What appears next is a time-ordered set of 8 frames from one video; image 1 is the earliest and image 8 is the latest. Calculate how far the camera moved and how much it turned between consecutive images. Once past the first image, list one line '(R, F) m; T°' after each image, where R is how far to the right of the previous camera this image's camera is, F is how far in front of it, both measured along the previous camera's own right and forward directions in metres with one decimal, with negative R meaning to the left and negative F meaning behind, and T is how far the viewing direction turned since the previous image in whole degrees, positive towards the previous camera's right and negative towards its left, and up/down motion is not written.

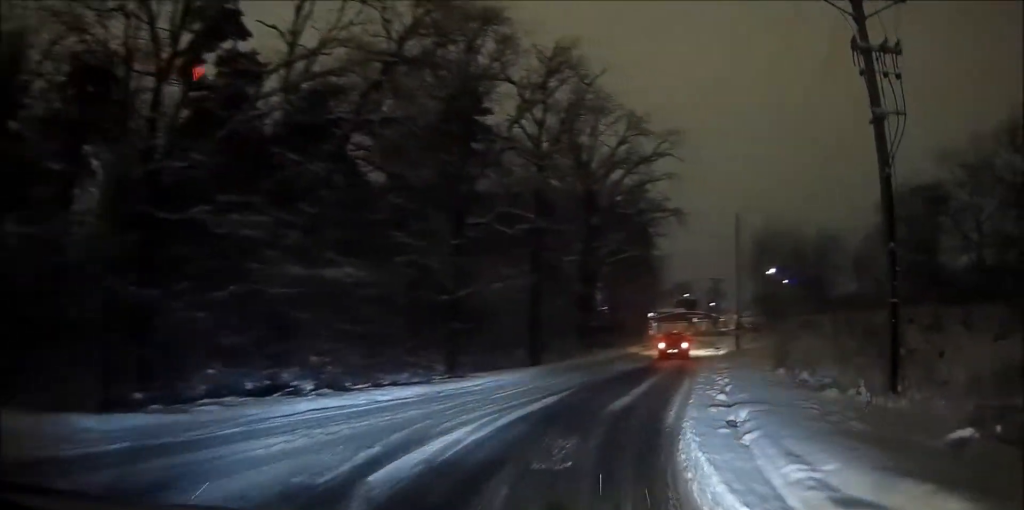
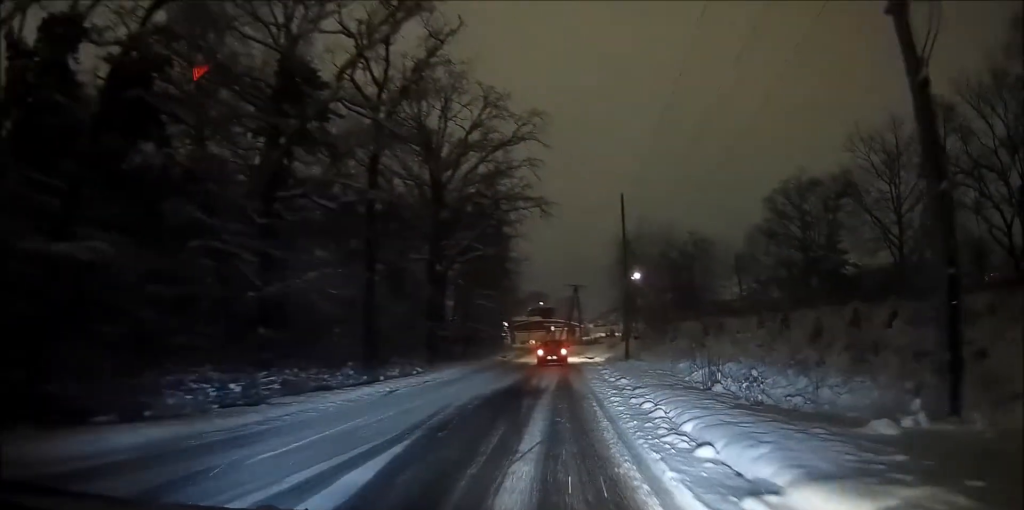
(+1.0, +6.7) m; +13°
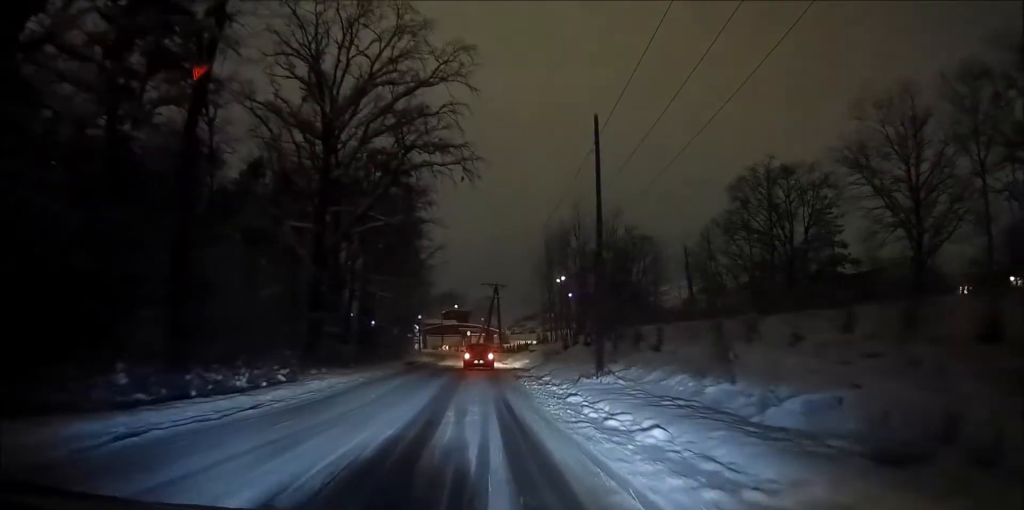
(+0.9, +12.0) m; +9°
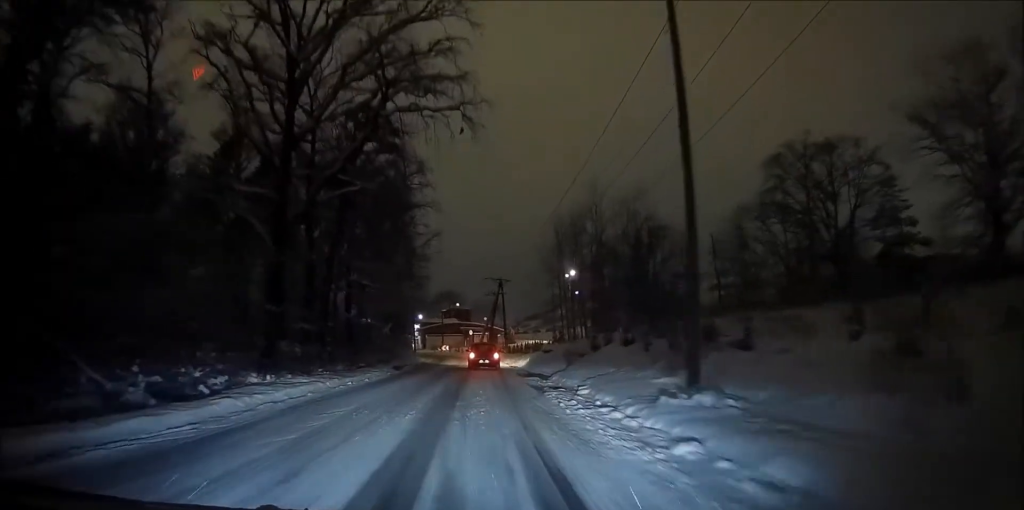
(+0.5, +8.8) m; +5°
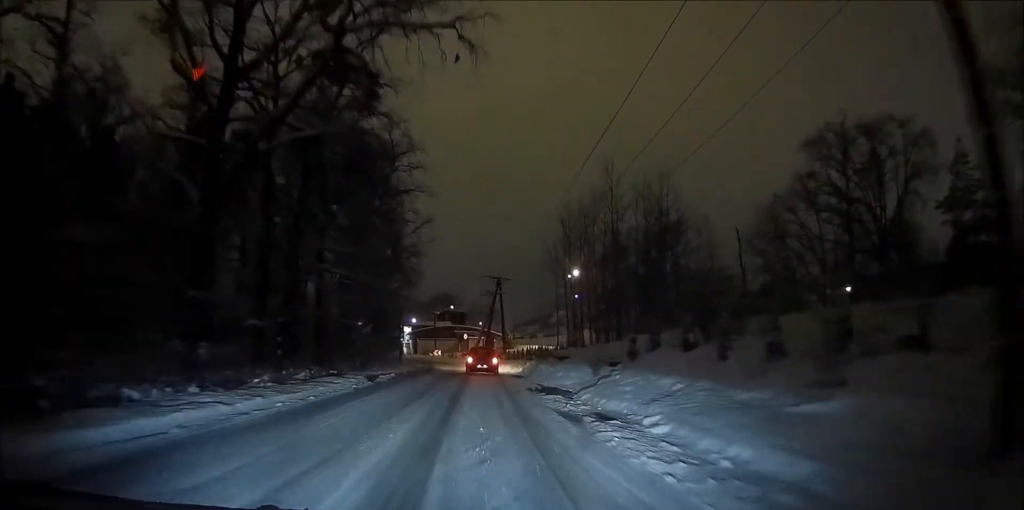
(+0.3, +8.7) m; +3°
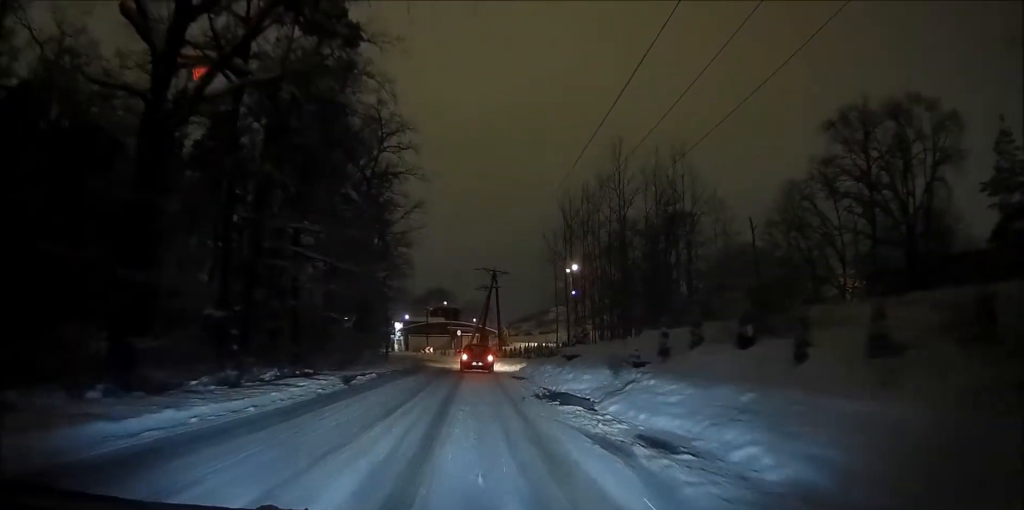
(+0.1, +5.0) m; +1°
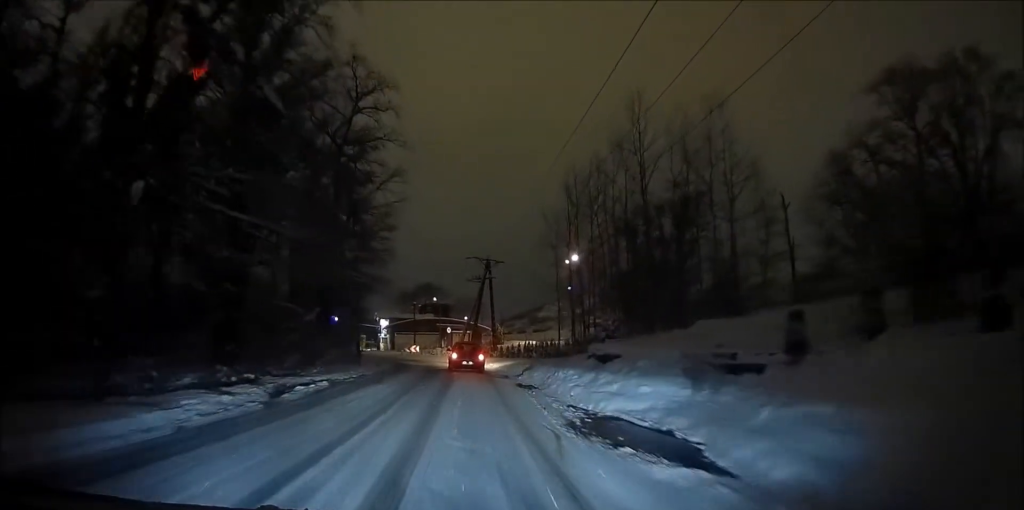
(+0.1, +9.4) m; +1°
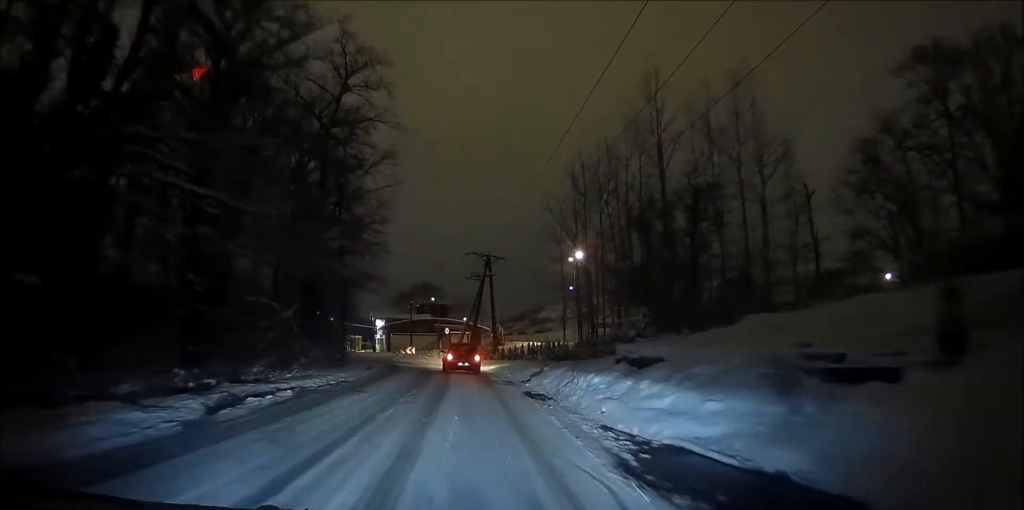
(+0.1, +4.6) m; 0°
